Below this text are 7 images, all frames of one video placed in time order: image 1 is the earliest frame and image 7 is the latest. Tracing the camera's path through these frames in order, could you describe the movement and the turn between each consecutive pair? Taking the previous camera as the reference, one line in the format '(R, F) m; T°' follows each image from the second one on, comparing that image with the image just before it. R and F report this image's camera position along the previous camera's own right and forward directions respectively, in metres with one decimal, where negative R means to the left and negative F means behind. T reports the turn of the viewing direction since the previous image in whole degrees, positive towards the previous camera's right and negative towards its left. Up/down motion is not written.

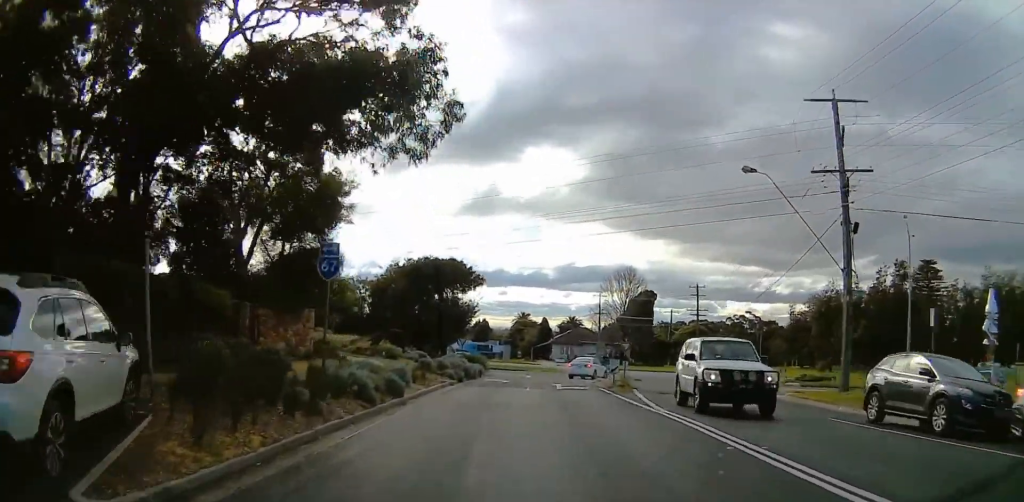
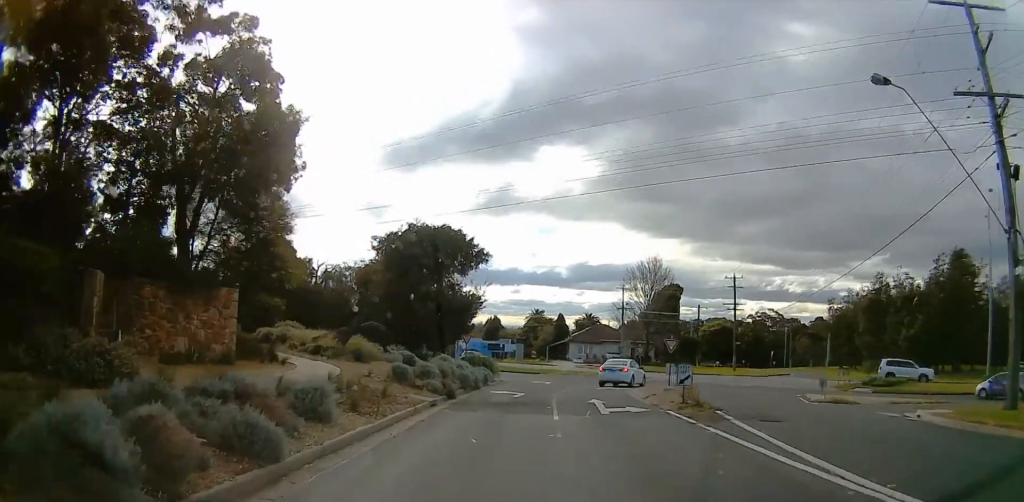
(+0.3, +8.7) m; +4°
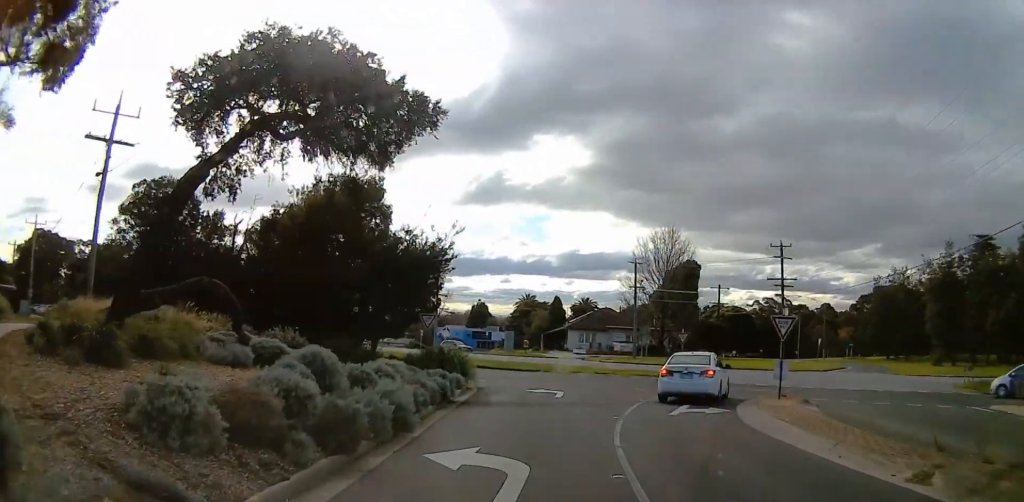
(+0.1, +14.6) m; -3°
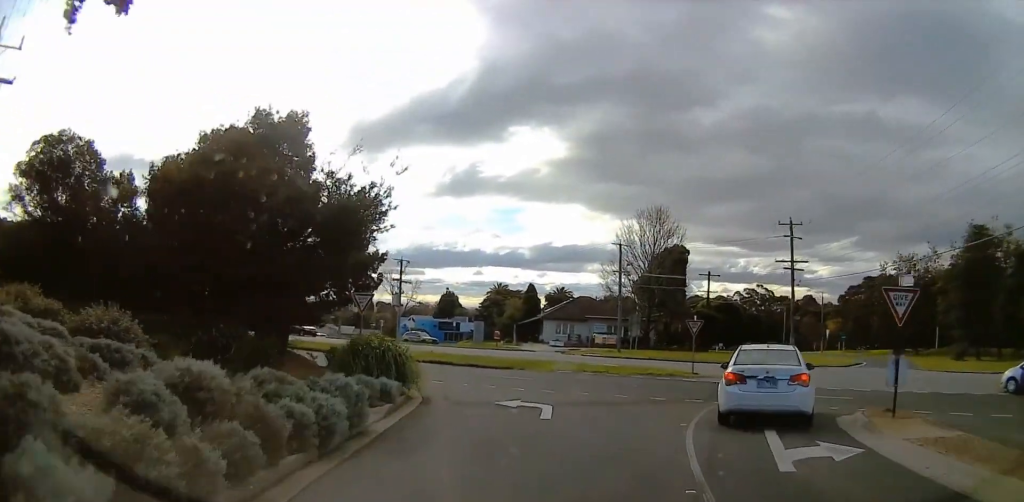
(-0.4, +8.5) m; -2°
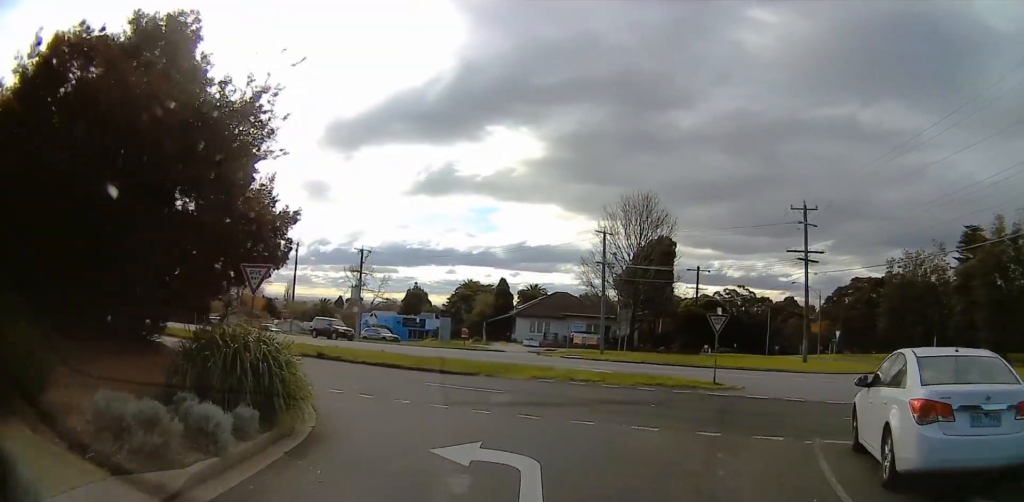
(0.0, +7.9) m; +4°
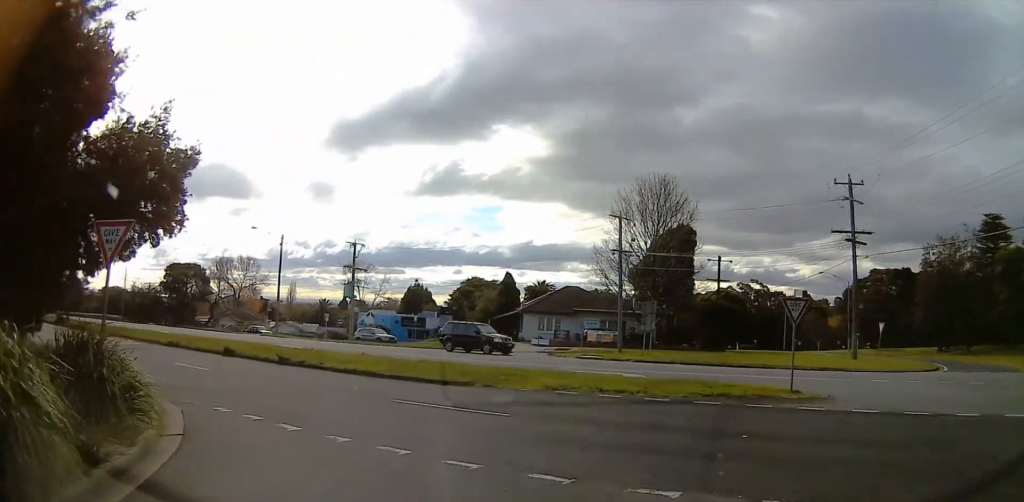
(+0.7, +7.3) m; 0°
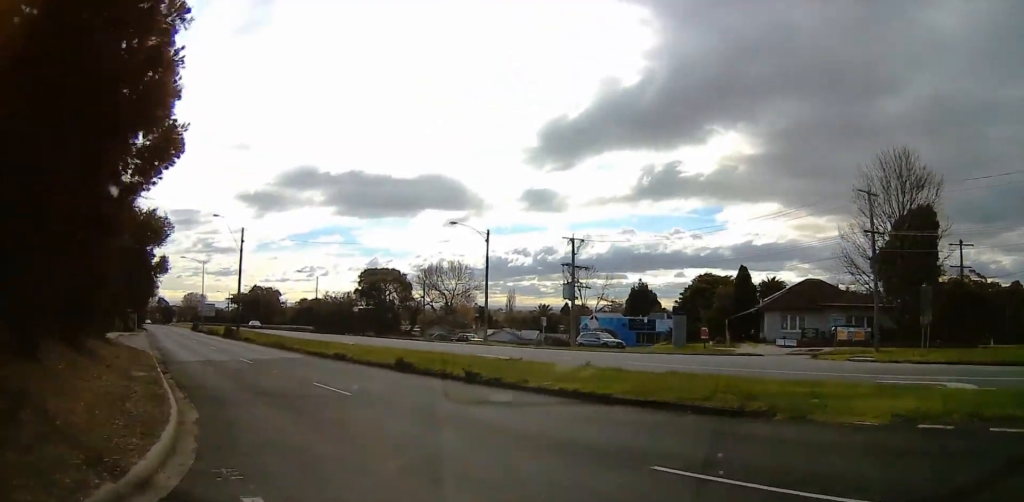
(-1.9, +9.2) m; -28°
